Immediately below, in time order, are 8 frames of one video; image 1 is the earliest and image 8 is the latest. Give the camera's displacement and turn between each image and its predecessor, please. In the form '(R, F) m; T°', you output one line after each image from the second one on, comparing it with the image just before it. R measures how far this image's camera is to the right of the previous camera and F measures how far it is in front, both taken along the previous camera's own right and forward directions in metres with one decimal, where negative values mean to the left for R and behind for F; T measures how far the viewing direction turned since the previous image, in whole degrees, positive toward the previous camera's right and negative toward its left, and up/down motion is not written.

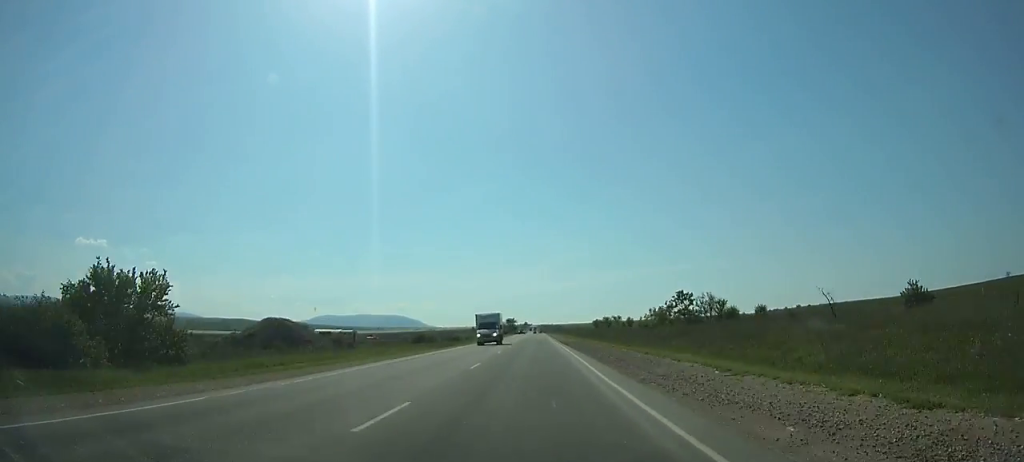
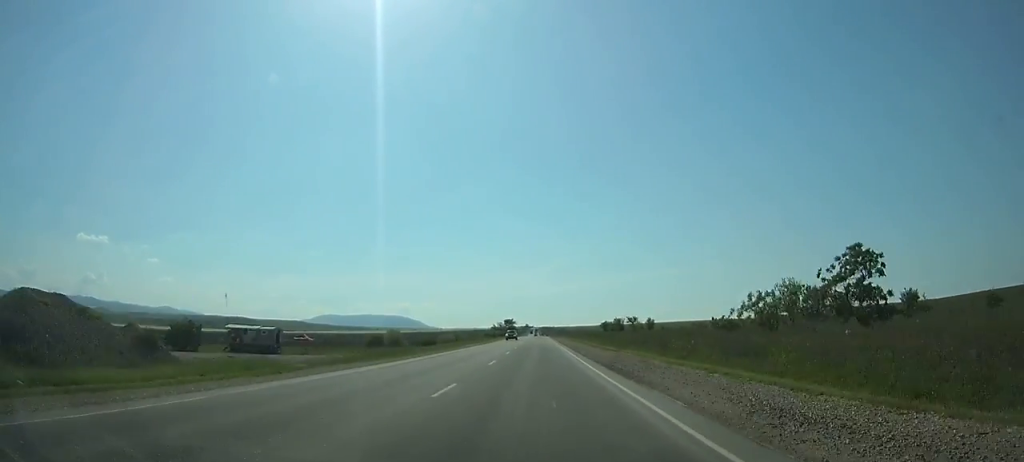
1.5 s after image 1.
(0.0, +31.8) m; 0°
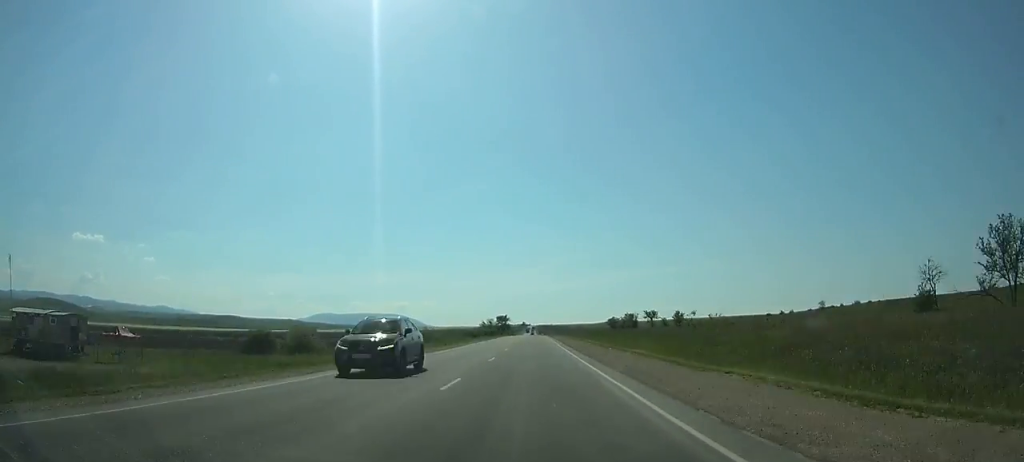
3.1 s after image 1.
(+0.1, +33.7) m; 0°
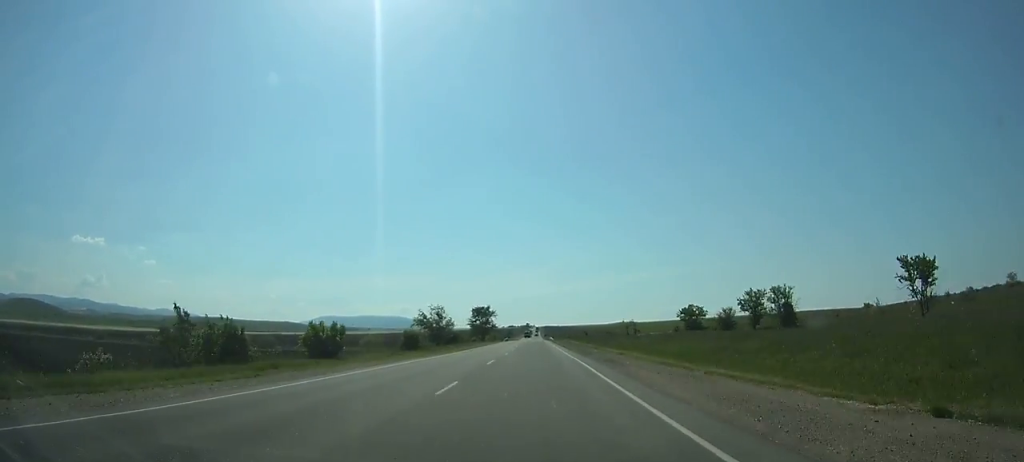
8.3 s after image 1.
(-0.7, +108.7) m; -1°
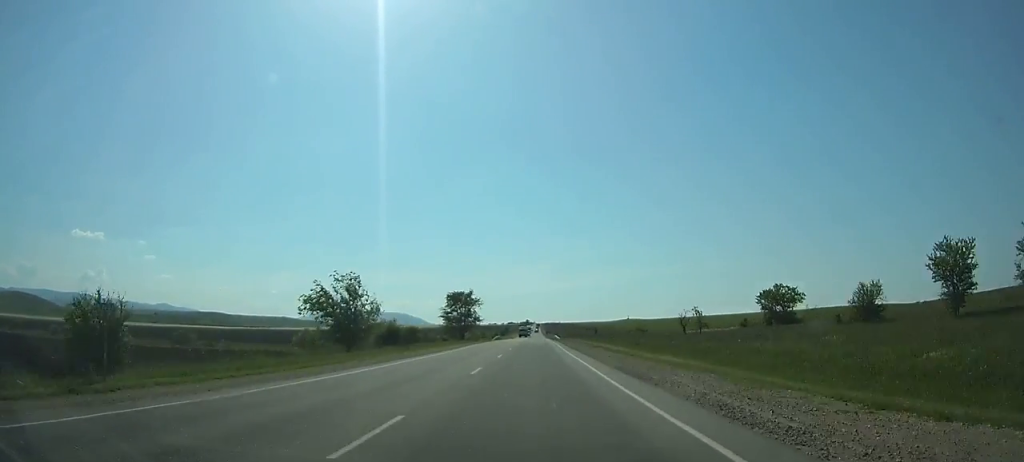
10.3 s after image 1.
(-0.1, +41.5) m; 0°
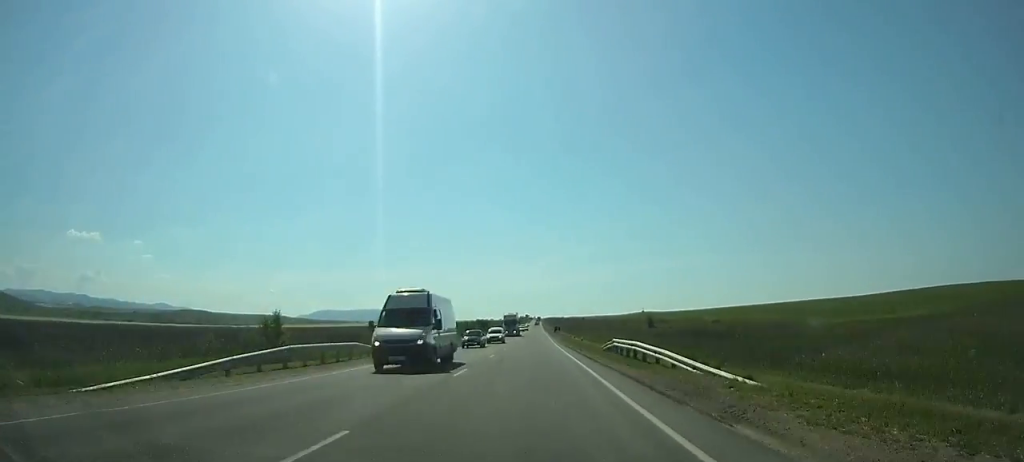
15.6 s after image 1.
(+0.3, +109.6) m; 0°
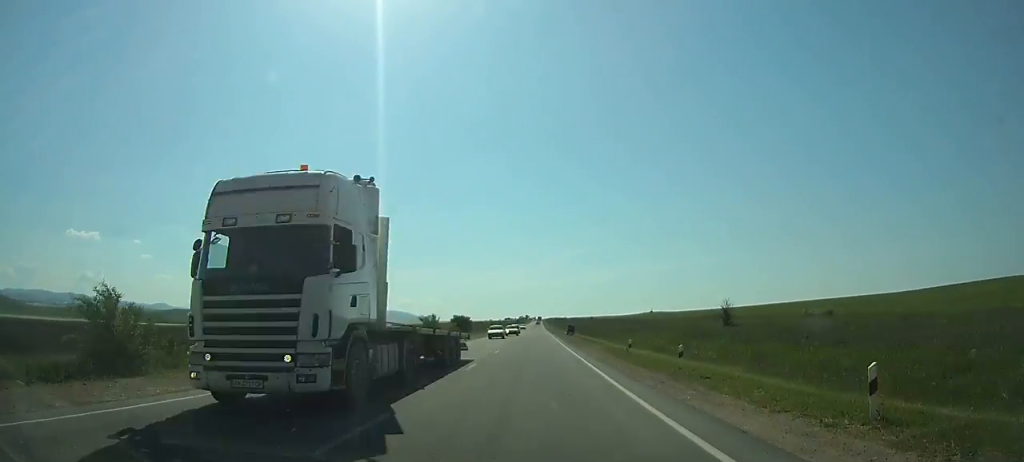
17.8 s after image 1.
(-0.1, +45.6) m; 0°
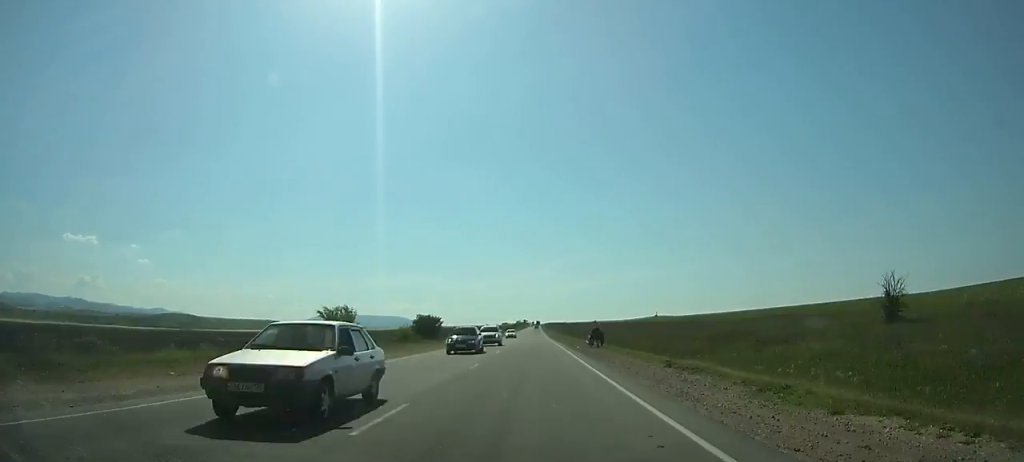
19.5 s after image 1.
(0.0, +35.4) m; 0°
